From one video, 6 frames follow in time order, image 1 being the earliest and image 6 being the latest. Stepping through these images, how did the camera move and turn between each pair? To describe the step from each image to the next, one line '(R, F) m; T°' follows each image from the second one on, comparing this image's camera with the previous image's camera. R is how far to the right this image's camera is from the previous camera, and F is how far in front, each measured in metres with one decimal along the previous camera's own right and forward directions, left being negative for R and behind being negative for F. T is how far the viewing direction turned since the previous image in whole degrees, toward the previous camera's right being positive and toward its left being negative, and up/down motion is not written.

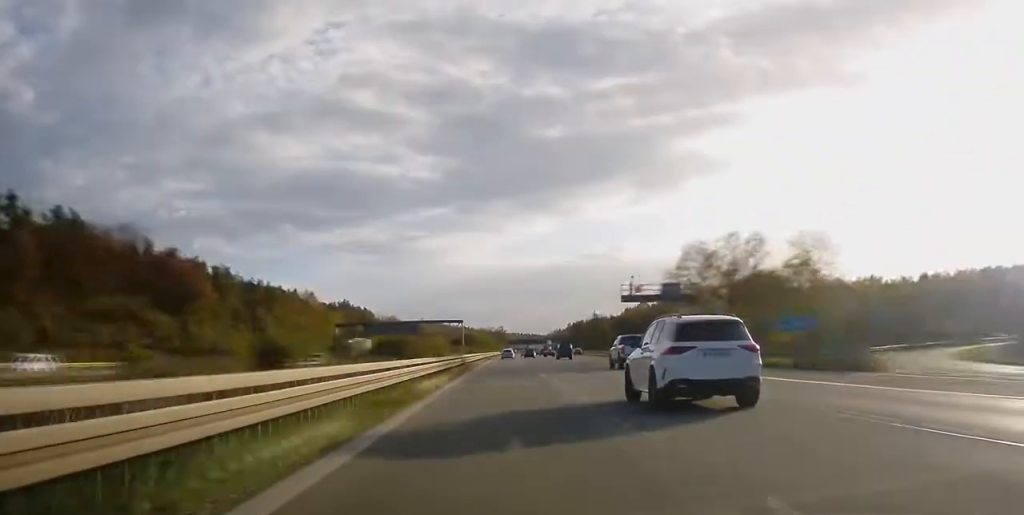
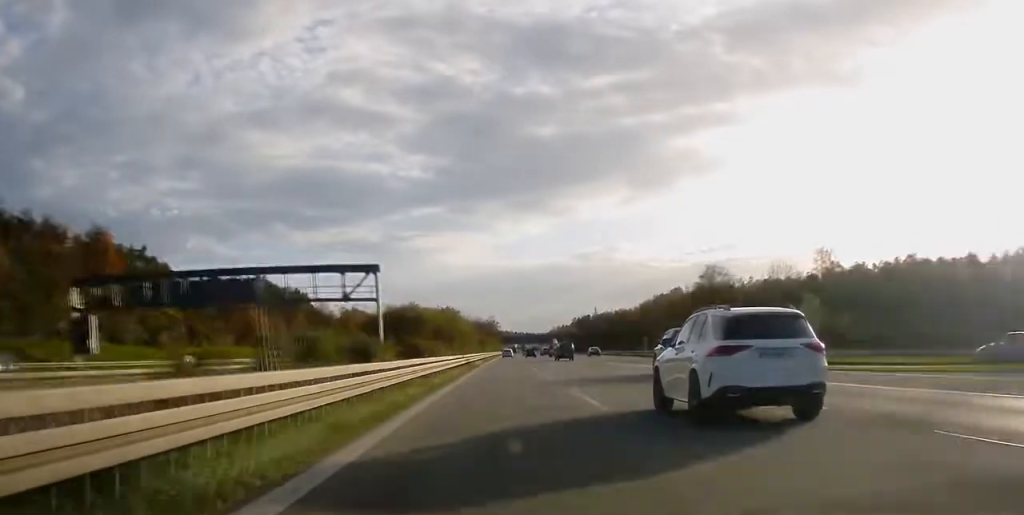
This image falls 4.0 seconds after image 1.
(+0.6, +111.5) m; +1°
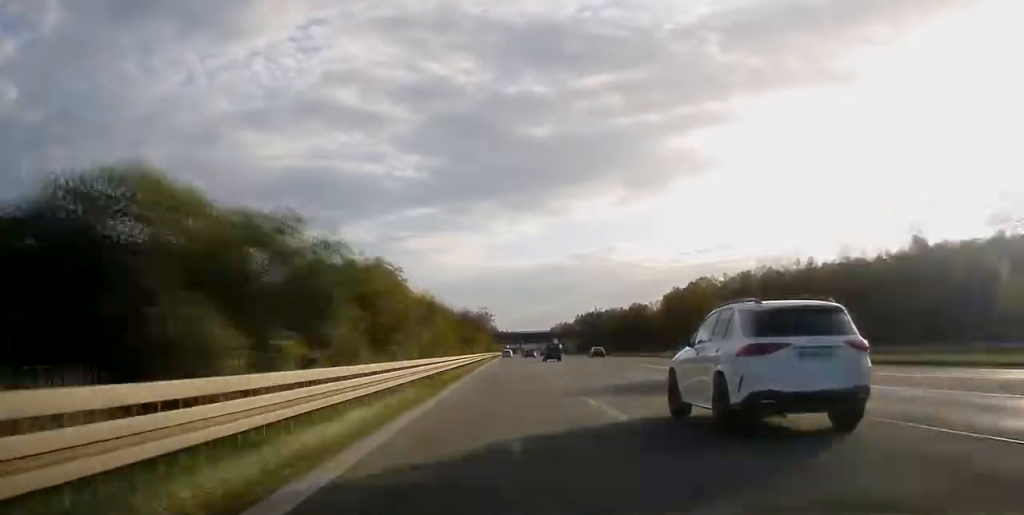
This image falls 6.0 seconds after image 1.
(+0.1, +57.8) m; 0°
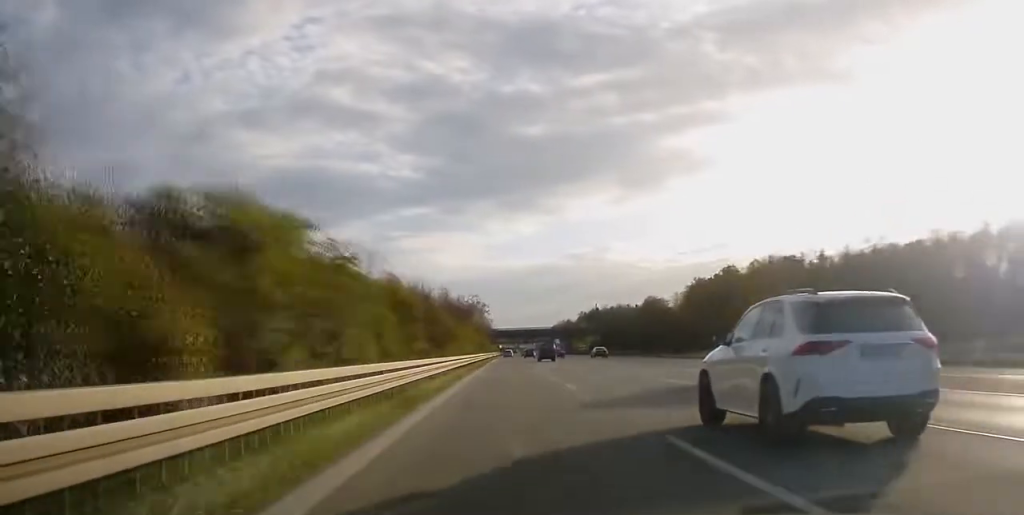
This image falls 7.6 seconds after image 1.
(+0.2, +43.8) m; 0°
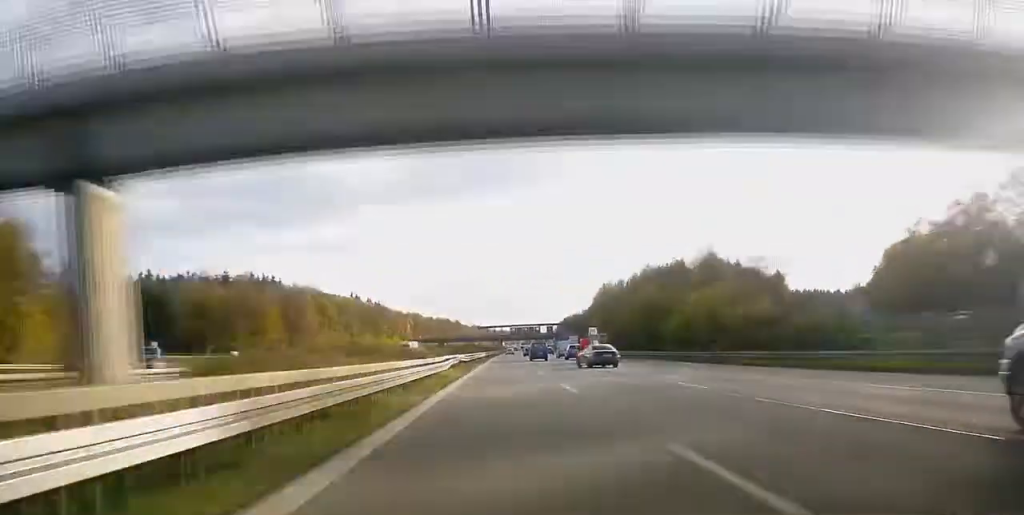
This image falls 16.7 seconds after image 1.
(+4.5, +253.5) m; +2°
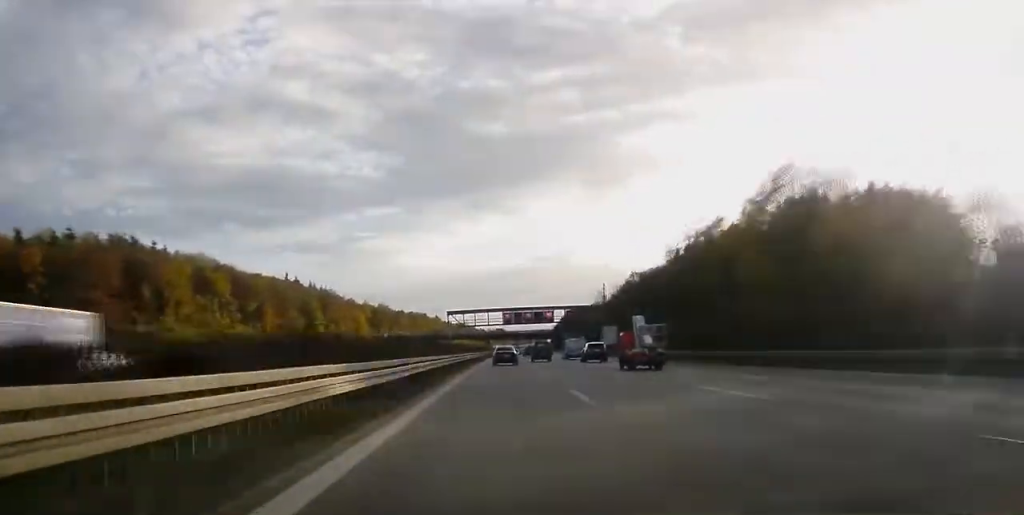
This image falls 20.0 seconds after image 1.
(+0.3, +95.3) m; 0°
